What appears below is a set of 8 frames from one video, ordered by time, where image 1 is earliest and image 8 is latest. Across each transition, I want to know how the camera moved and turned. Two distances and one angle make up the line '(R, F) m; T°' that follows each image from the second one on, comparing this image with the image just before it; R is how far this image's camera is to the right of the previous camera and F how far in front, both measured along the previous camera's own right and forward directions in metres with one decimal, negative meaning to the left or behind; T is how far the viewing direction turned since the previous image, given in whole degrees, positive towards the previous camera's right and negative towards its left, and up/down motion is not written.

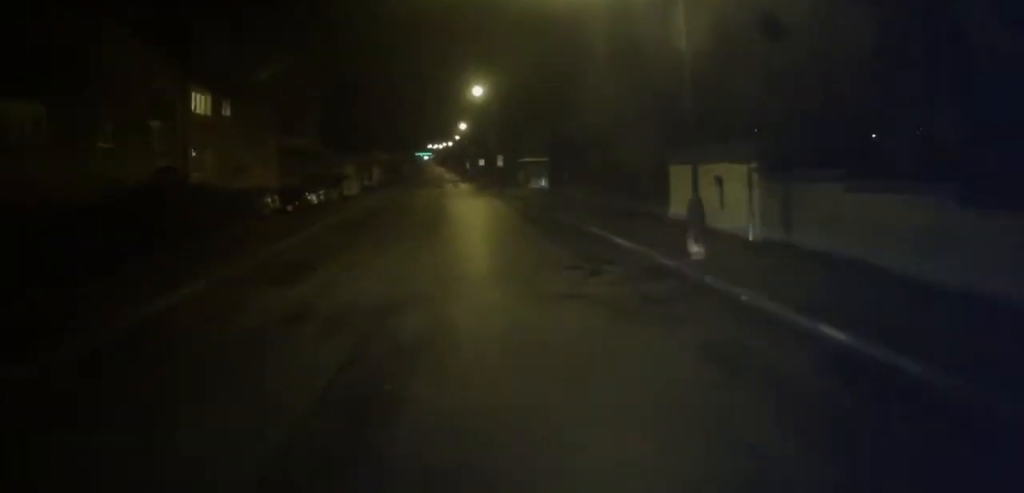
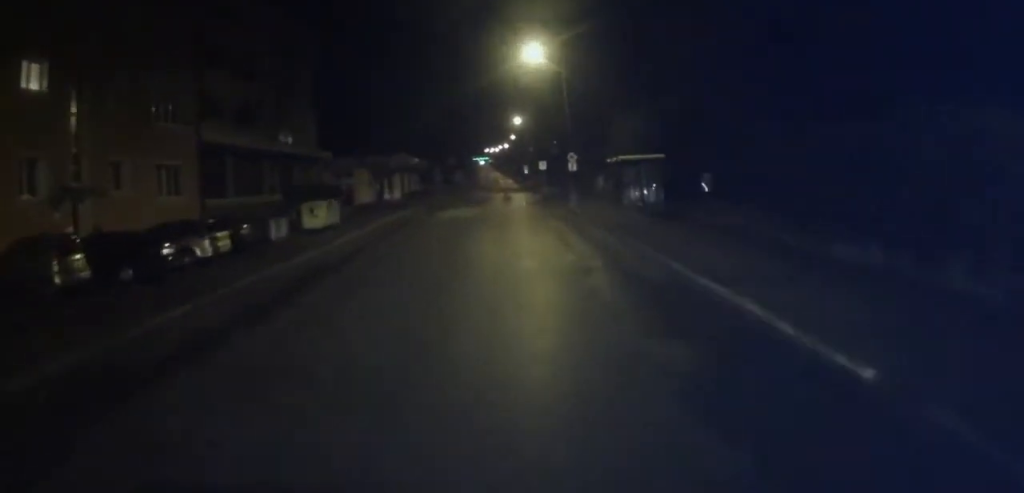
(-1.7, +21.1) m; -4°
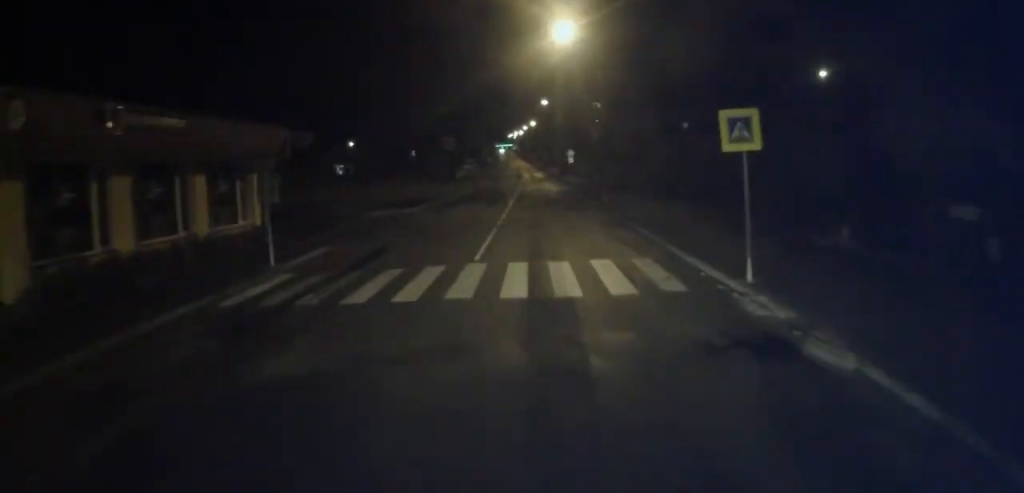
(-2.8, +51.3) m; -3°
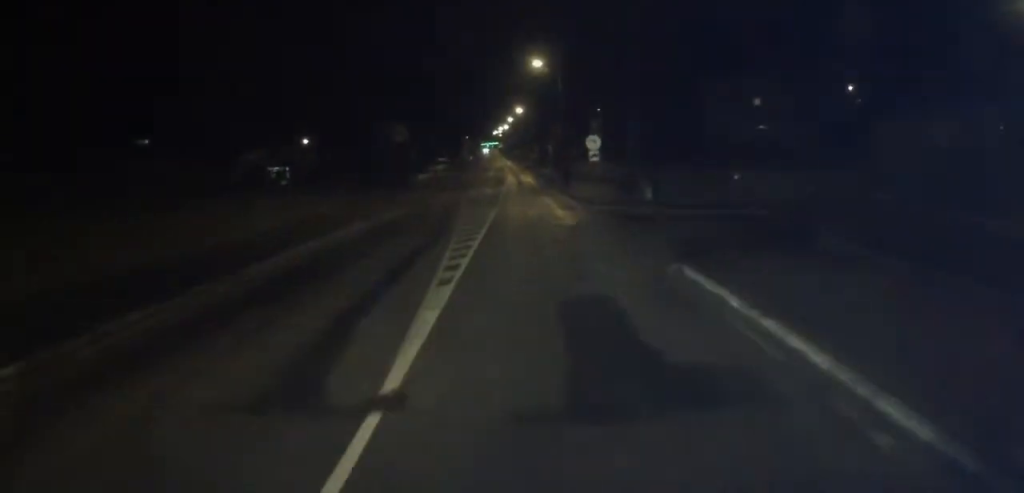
(0.0, +29.9) m; 0°
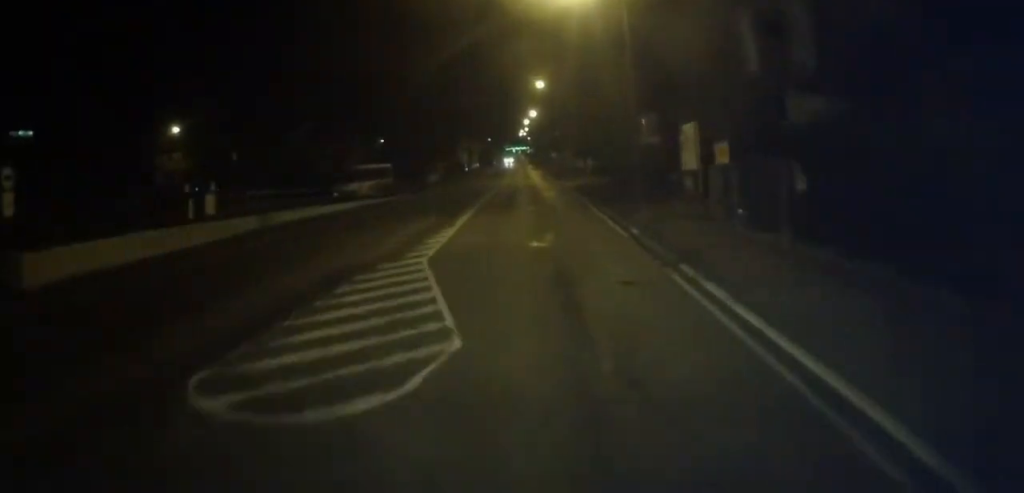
(-0.1, +77.9) m; -1°
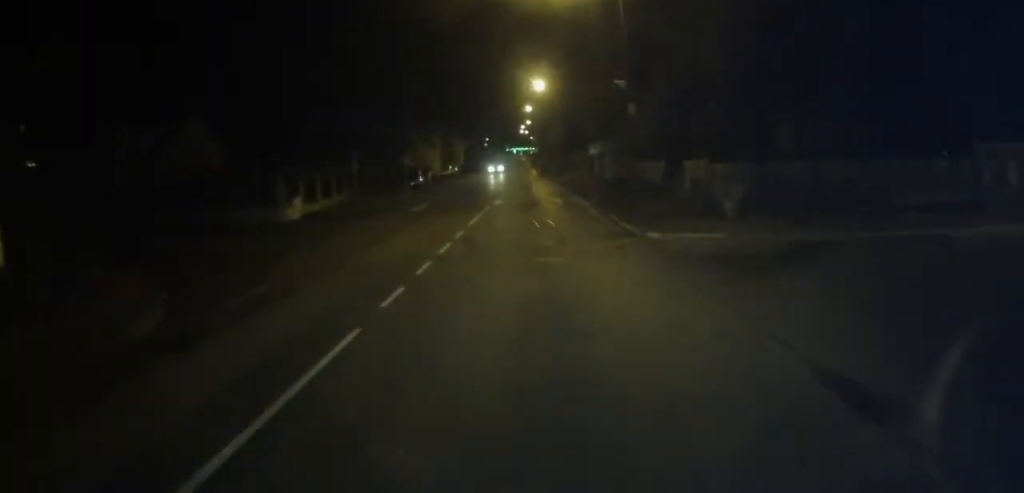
(-0.8, +47.3) m; -1°
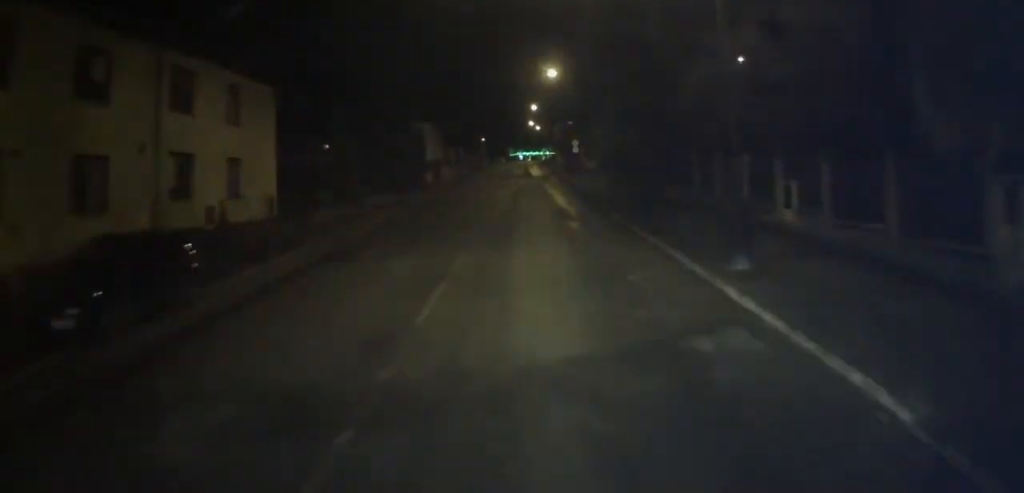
(-1.1, +103.8) m; 0°
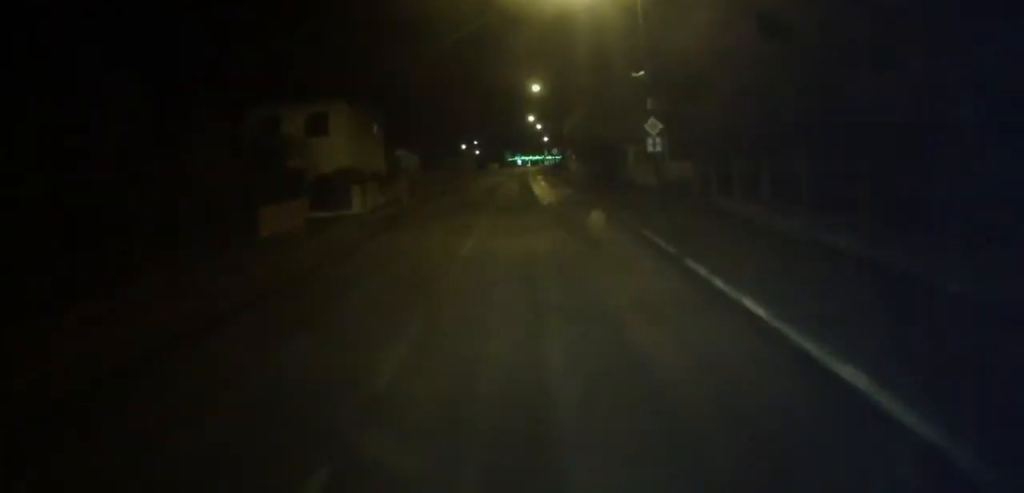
(+0.2, +35.8) m; 0°
